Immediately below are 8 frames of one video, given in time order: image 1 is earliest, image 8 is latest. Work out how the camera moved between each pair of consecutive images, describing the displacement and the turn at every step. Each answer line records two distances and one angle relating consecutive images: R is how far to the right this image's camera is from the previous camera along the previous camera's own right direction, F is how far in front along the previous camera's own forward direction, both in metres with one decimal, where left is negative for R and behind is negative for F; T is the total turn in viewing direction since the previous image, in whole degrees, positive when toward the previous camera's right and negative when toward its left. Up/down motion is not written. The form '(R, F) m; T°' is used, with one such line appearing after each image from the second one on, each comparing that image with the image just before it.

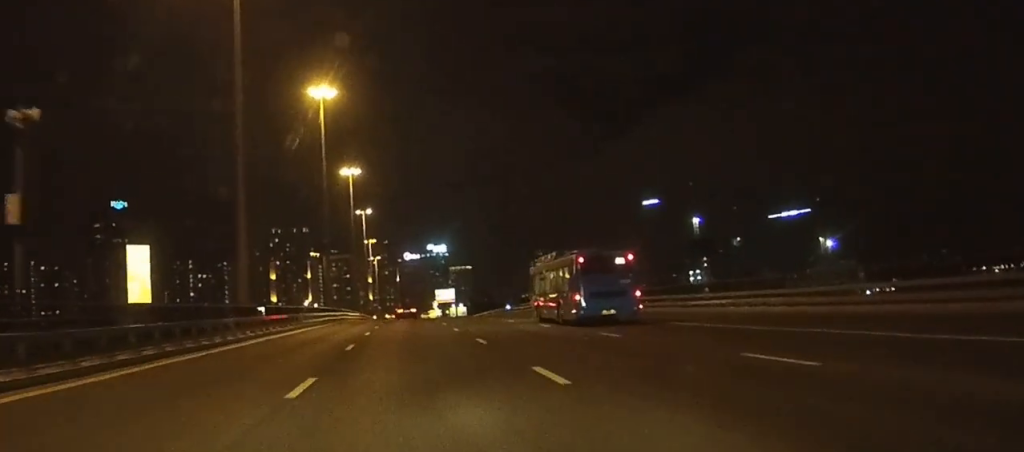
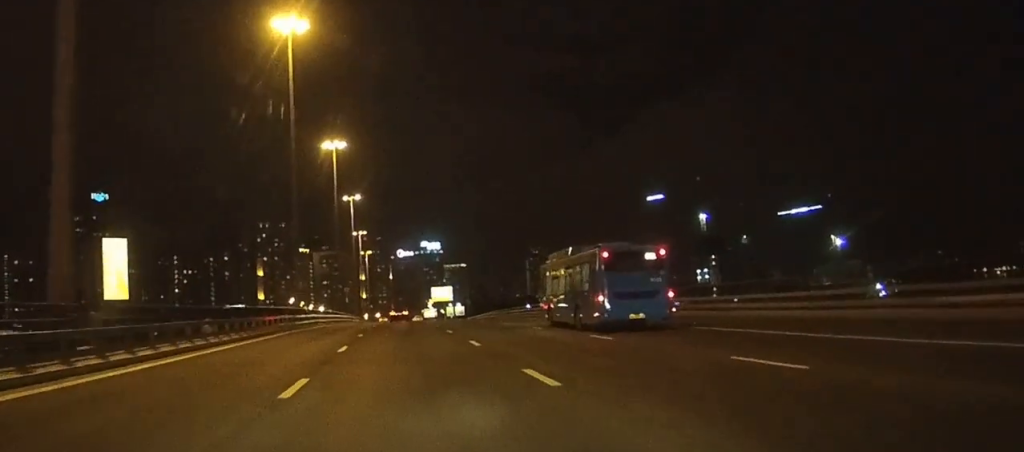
(+0.1, +23.8) m; 0°
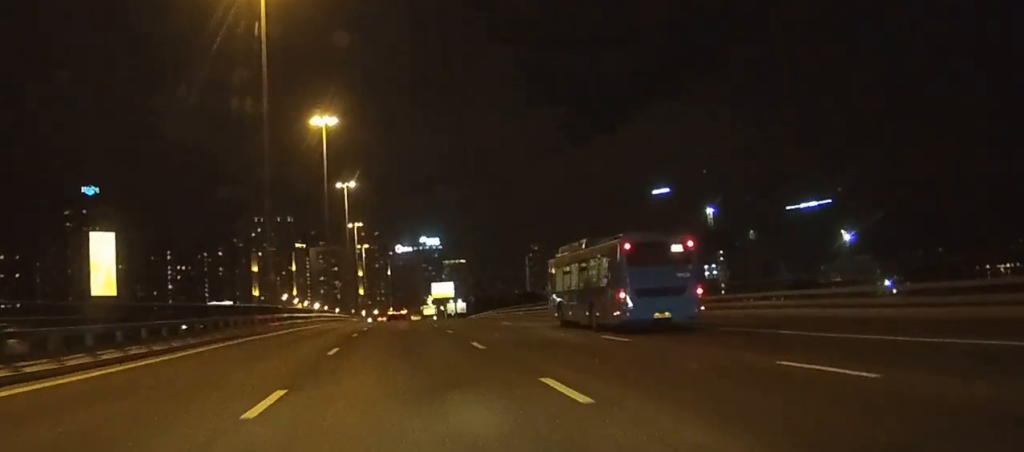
(0.0, +14.3) m; 0°
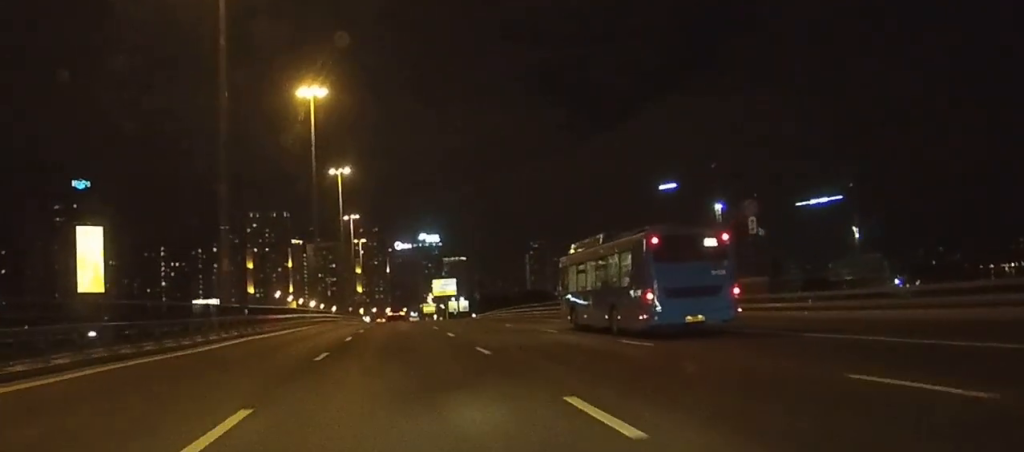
(0.0, +14.4) m; 0°
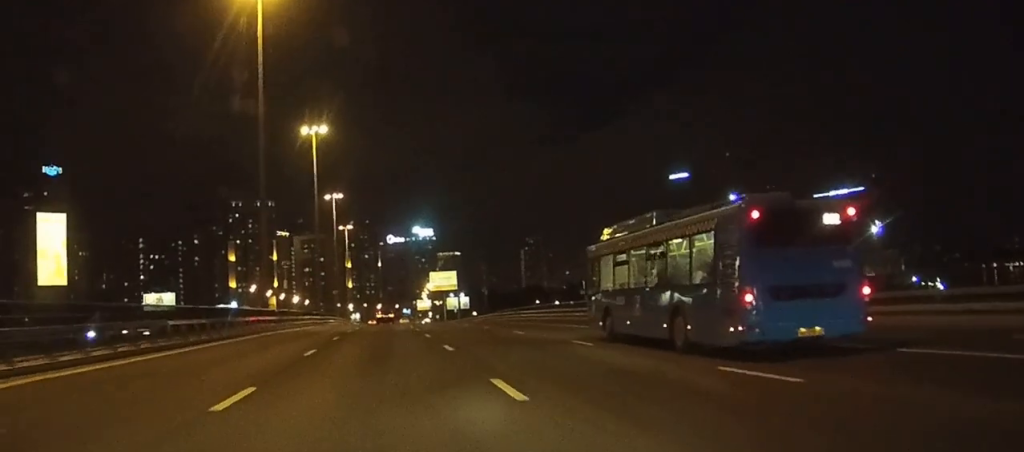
(+0.1, +32.3) m; 0°
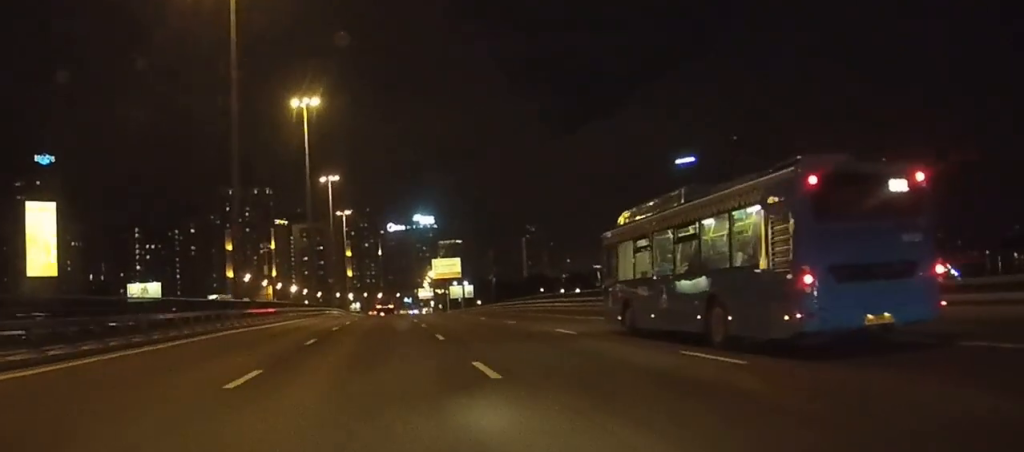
(0.0, +10.3) m; 0°
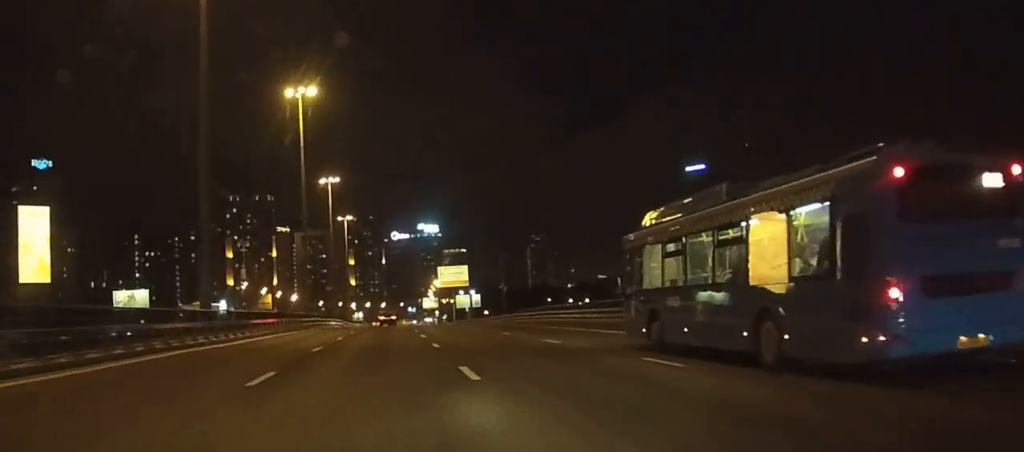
(0.0, +9.7) m; 0°
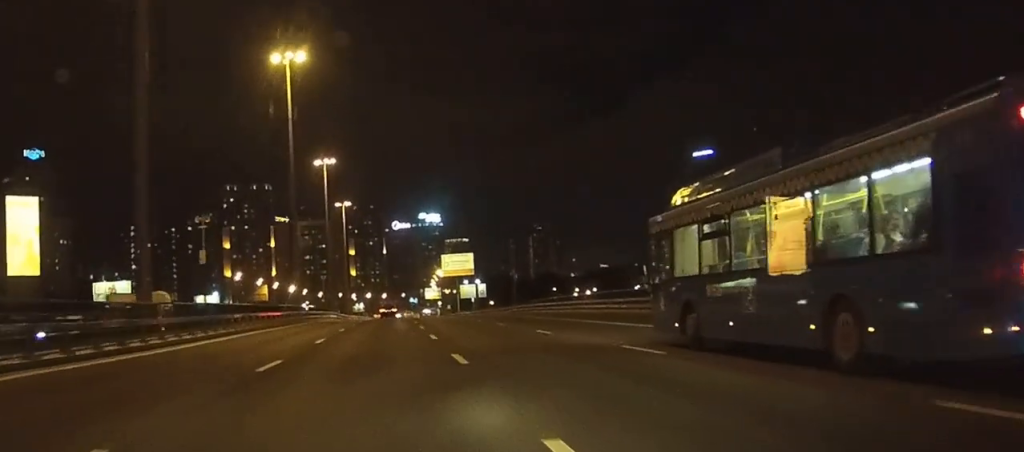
(0.0, +10.4) m; 0°
